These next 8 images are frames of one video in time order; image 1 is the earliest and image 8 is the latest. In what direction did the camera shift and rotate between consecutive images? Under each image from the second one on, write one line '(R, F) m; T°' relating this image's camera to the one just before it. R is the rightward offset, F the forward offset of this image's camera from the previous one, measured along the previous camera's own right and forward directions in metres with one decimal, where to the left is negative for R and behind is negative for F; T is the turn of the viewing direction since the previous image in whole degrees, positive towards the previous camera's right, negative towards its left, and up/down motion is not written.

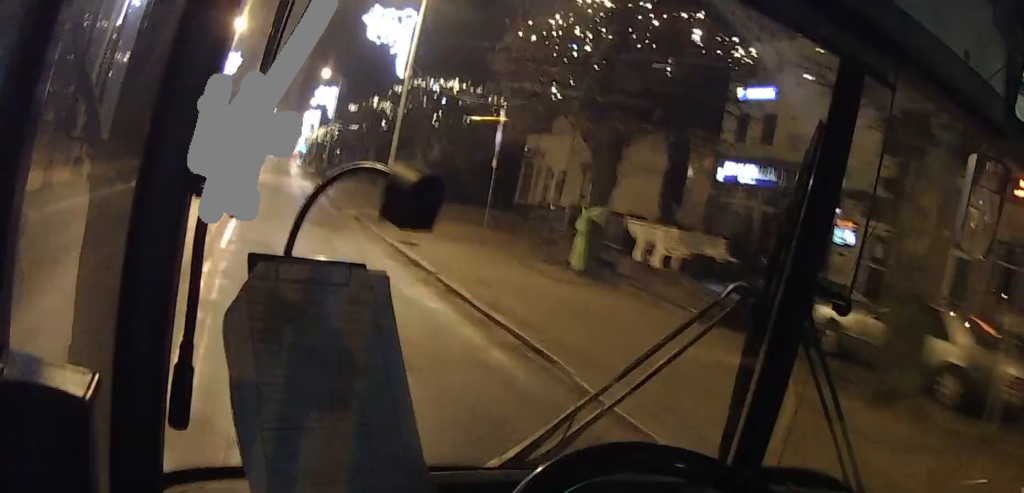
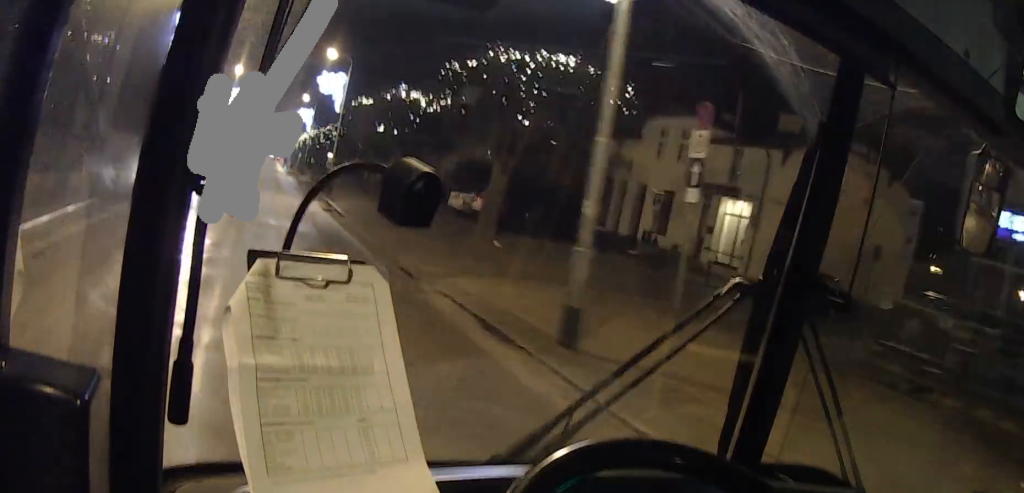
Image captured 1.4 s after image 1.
(+0.3, +12.9) m; +1°
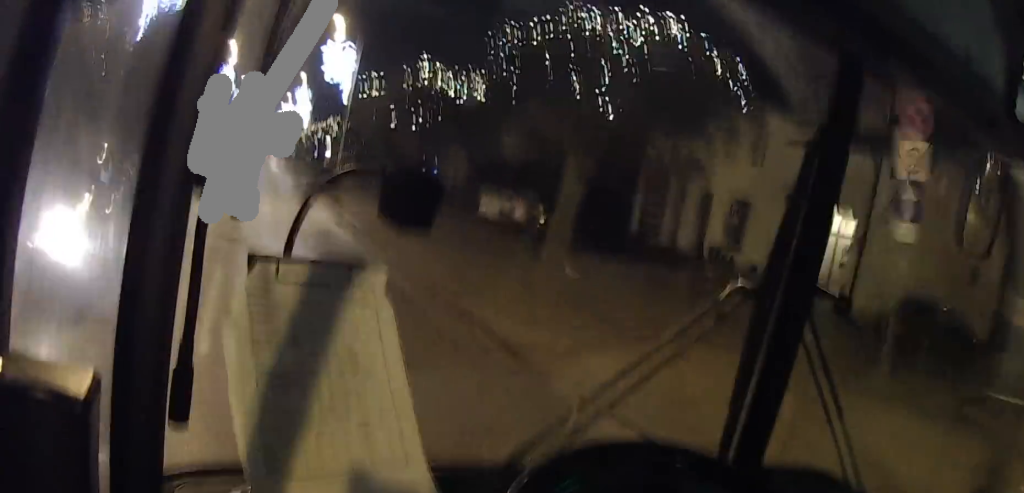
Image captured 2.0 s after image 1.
(0.0, +5.6) m; 0°
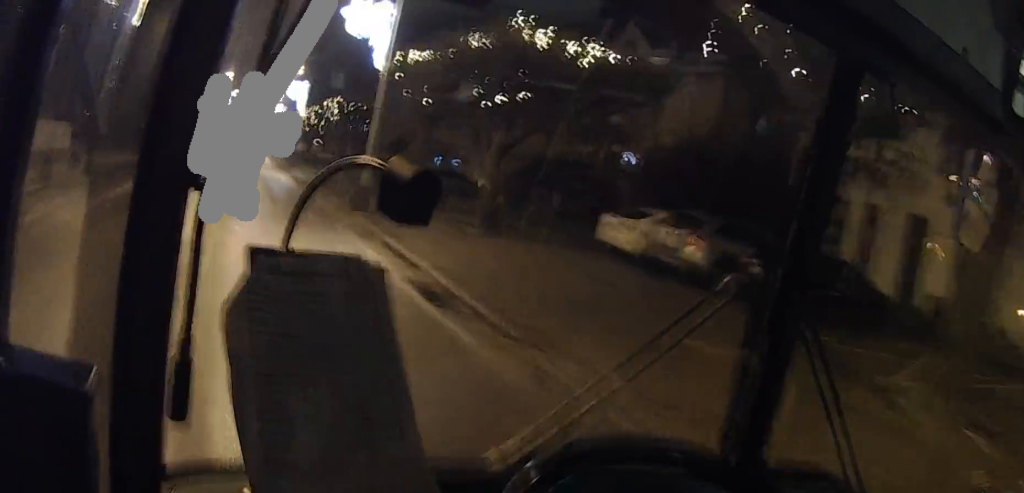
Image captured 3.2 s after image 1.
(0.0, +11.4) m; 0°
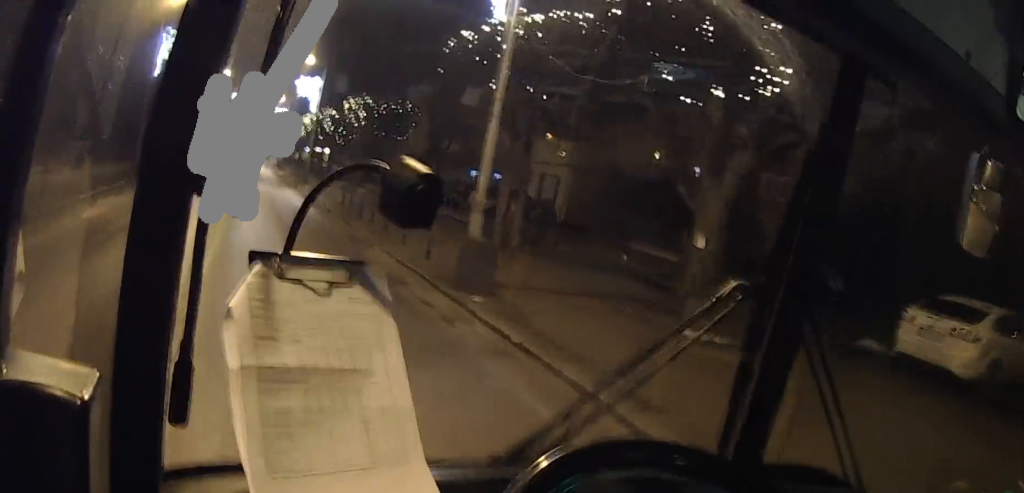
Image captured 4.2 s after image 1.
(0.0, +9.9) m; 0°
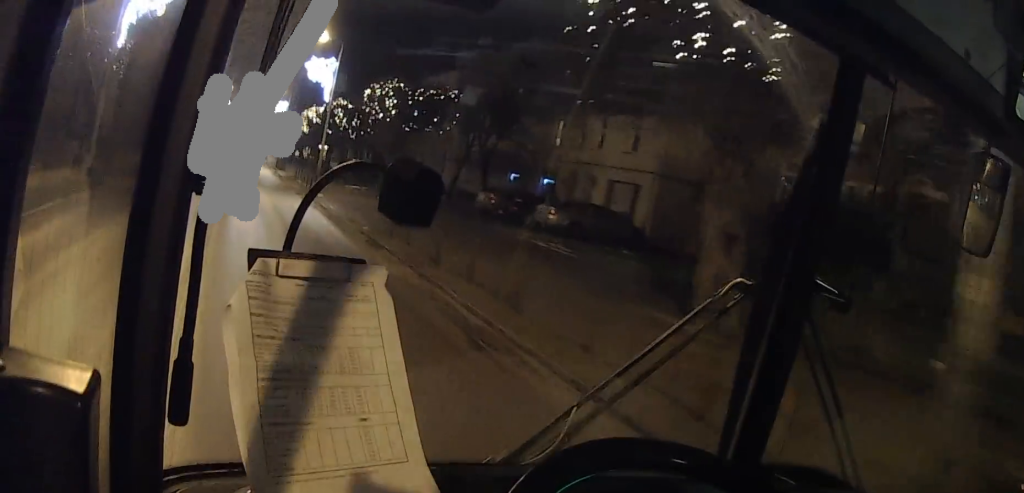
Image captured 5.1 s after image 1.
(0.0, +8.5) m; +1°
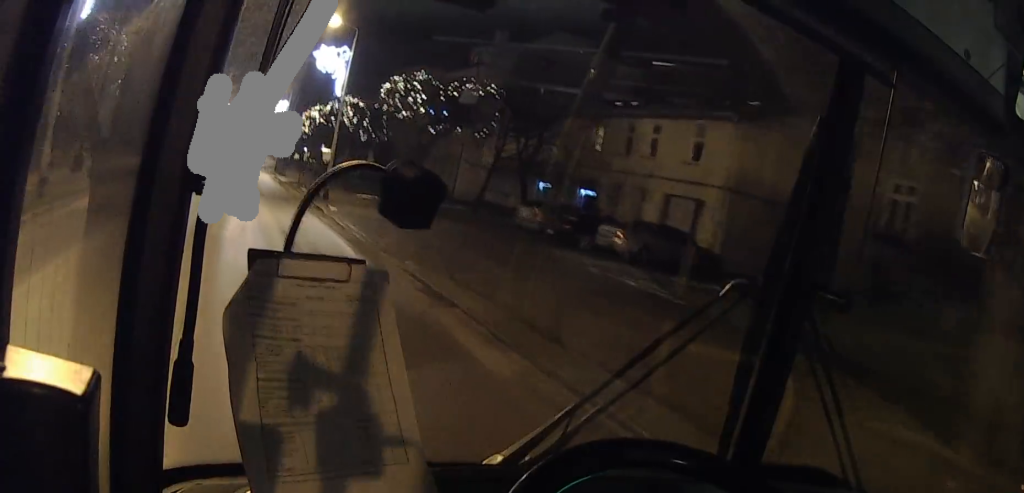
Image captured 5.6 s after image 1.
(0.0, +5.0) m; +1°
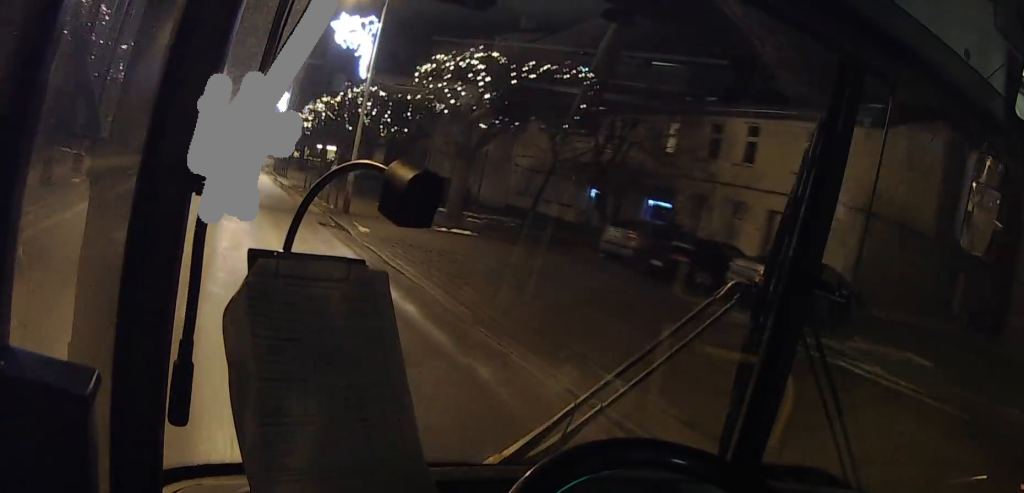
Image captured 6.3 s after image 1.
(+0.1, +6.8) m; 0°
